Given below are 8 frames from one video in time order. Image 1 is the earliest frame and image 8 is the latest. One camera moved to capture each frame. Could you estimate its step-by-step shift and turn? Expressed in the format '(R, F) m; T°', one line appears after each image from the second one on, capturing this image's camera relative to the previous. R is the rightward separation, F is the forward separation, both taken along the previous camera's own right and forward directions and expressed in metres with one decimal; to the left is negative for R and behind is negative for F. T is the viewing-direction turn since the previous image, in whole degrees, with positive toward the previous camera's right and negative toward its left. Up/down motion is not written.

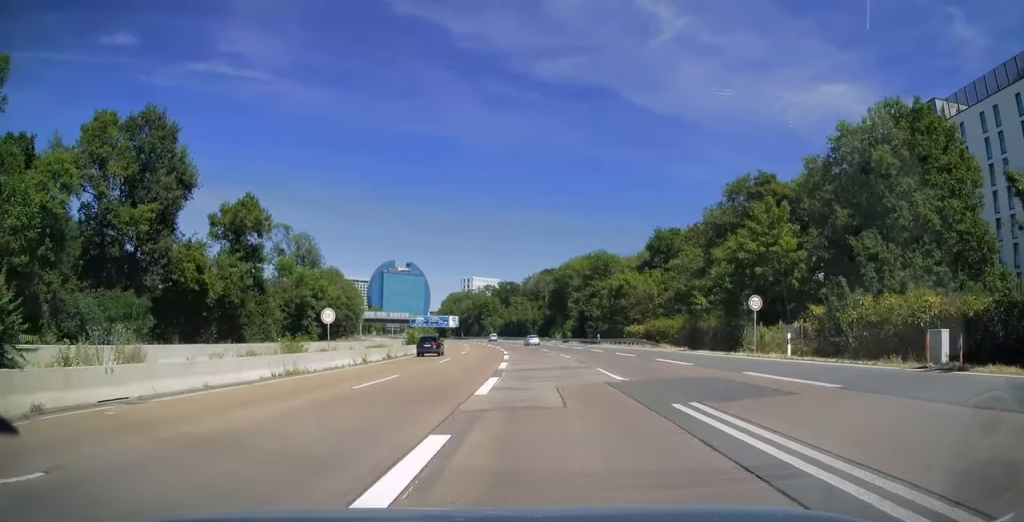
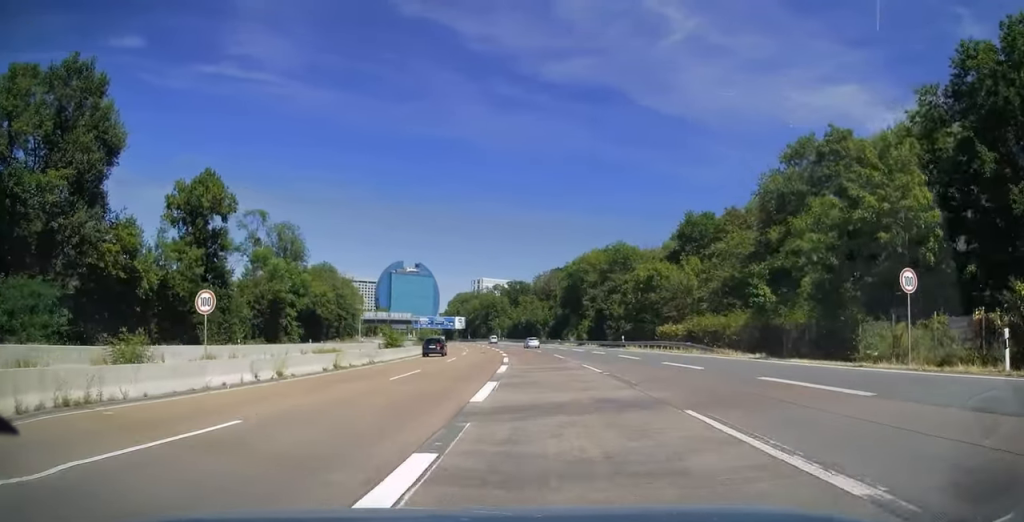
(-0.1, +13.3) m; -1°
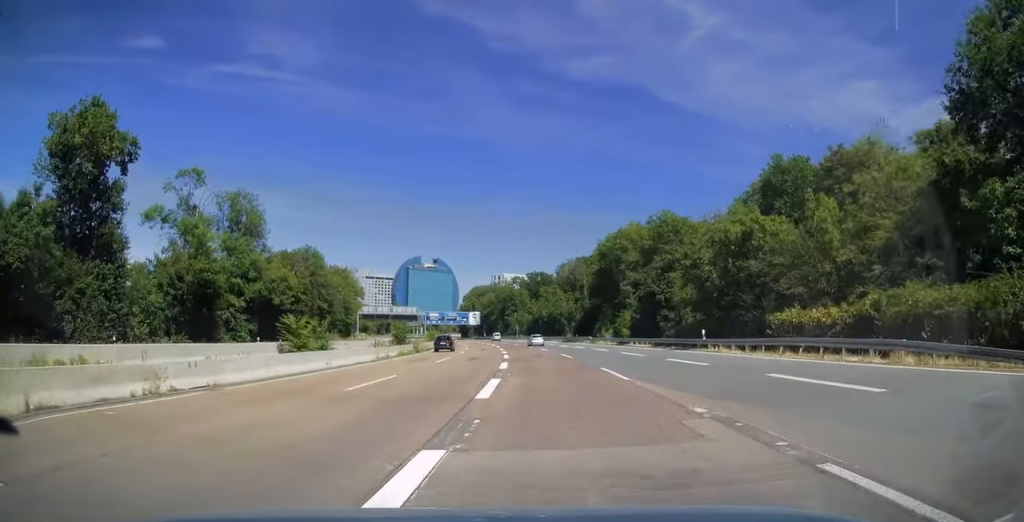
(-0.4, +24.1) m; -2°
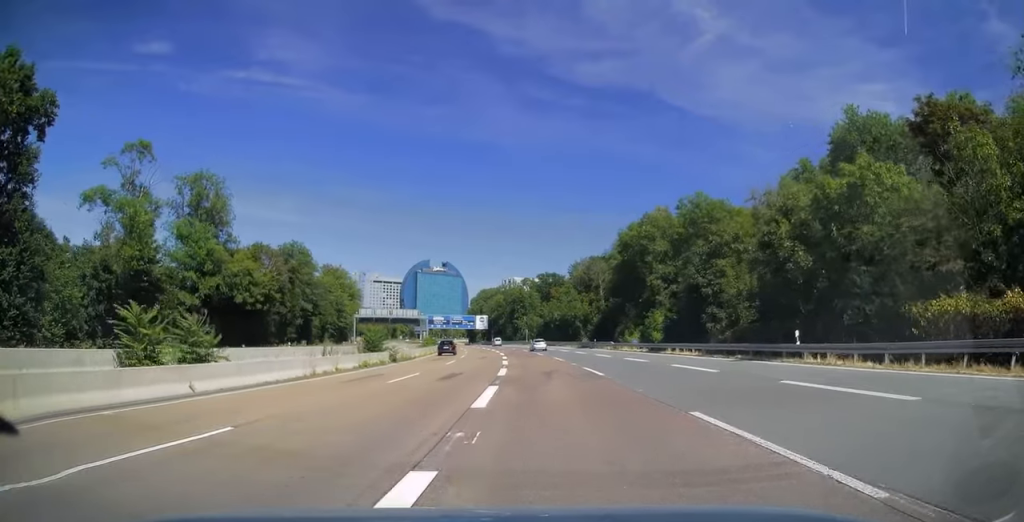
(-0.2, +12.9) m; -1°
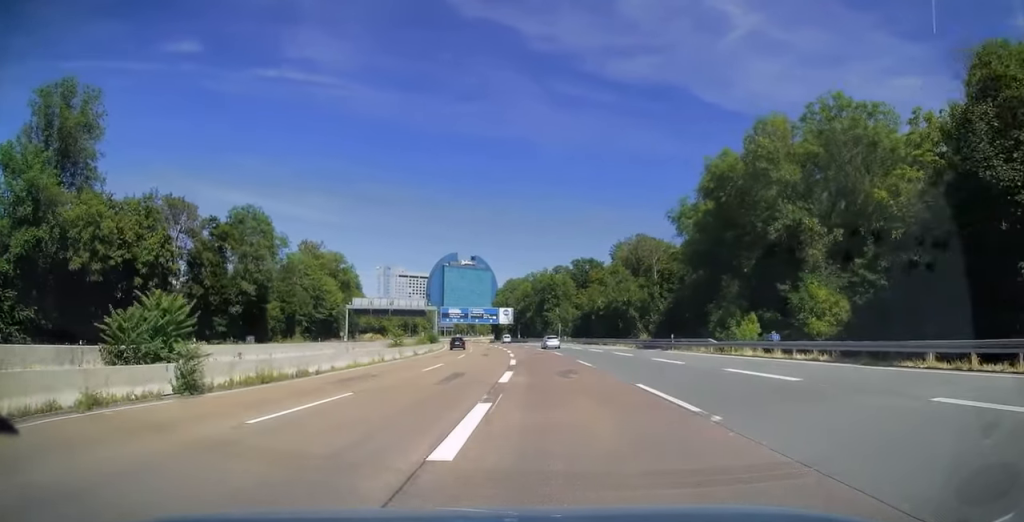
(-0.7, +29.9) m; -2°
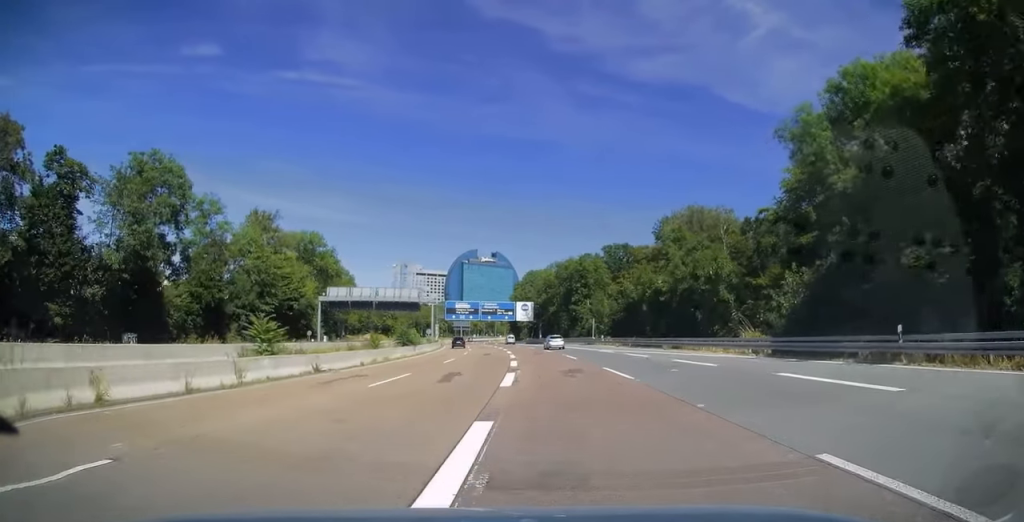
(-0.6, +28.1) m; -2°
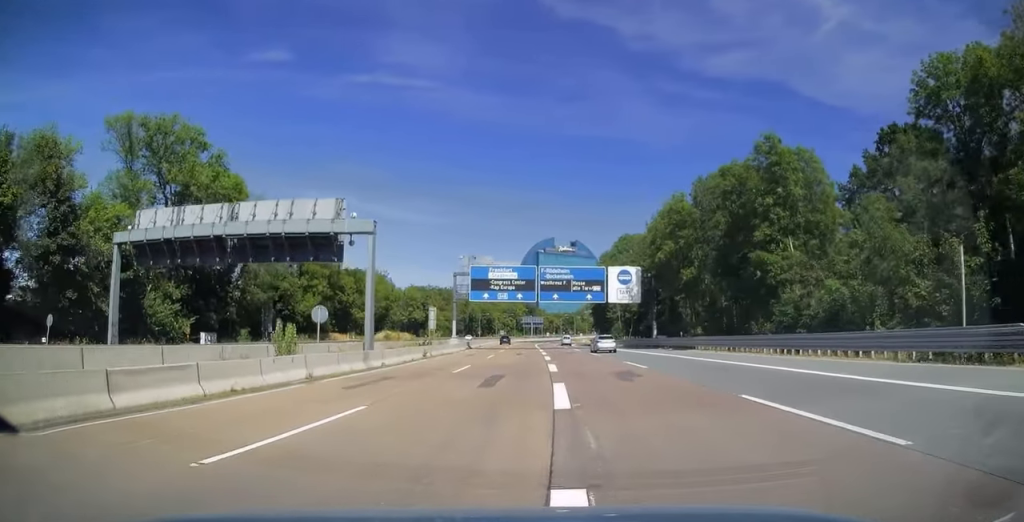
(-4.2, +65.0) m; -8°
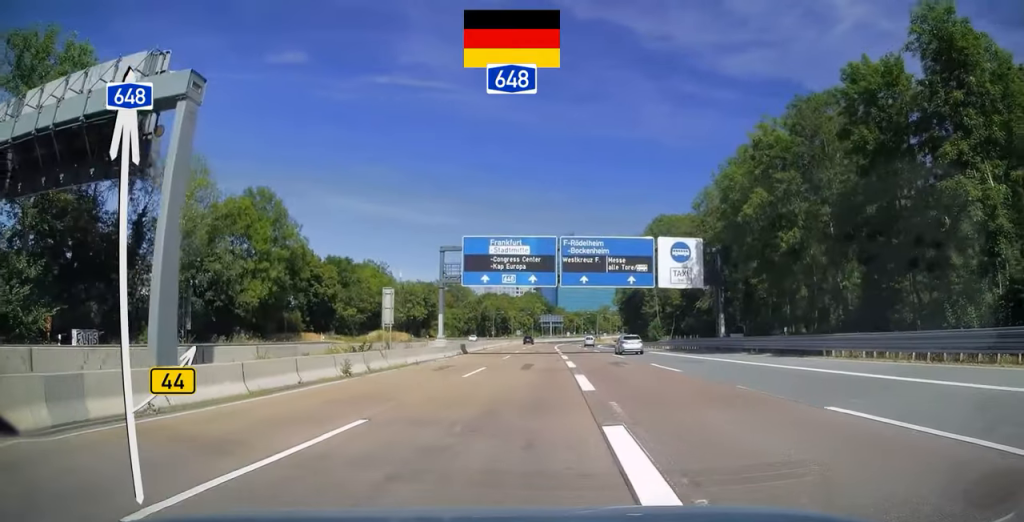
(-0.6, +20.3) m; -2°
